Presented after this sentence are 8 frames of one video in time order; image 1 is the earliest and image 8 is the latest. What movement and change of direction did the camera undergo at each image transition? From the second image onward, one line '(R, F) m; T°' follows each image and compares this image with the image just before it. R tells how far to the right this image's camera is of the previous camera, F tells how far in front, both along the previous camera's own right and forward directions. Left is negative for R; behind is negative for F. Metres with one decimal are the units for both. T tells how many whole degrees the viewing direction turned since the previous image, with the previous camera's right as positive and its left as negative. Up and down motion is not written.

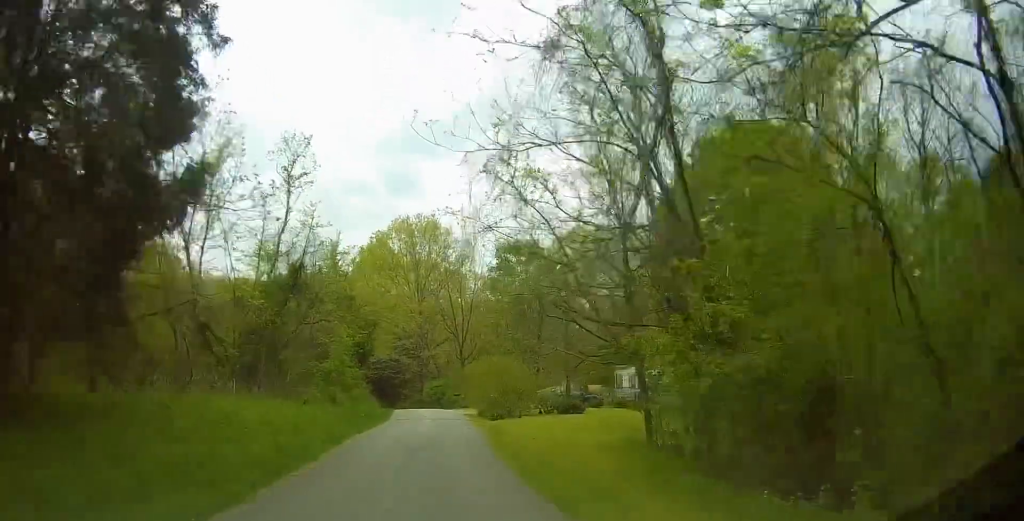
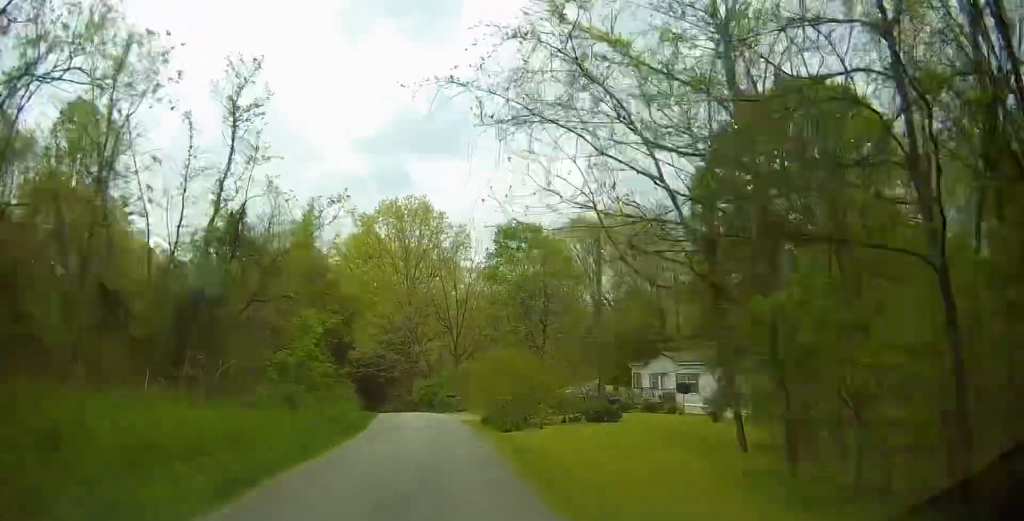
(0.0, +7.8) m; +1°
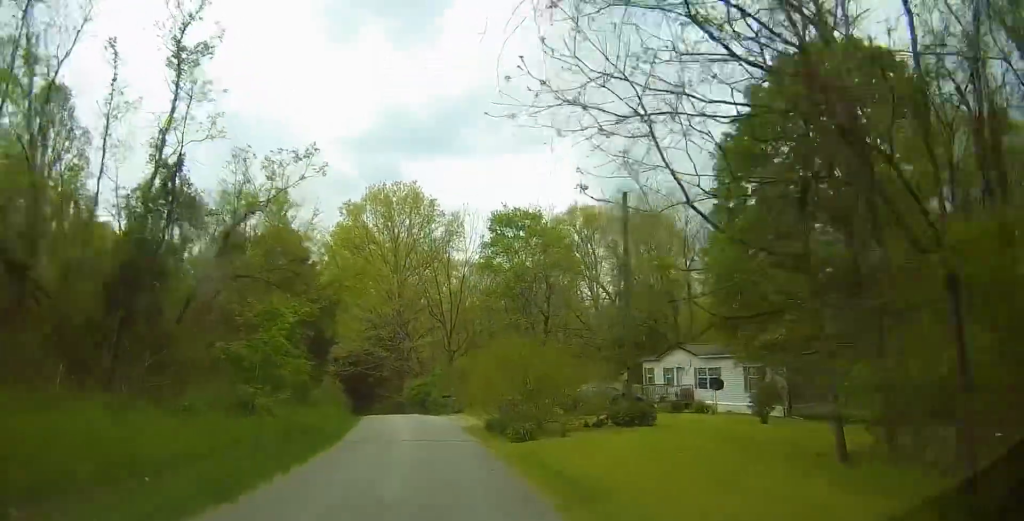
(-0.1, +4.7) m; +1°
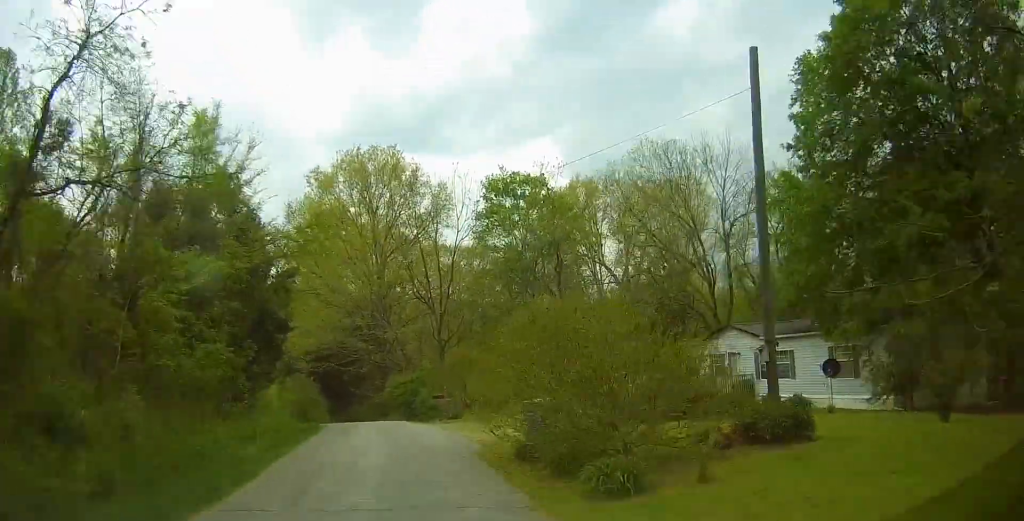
(+0.3, +10.1) m; +1°
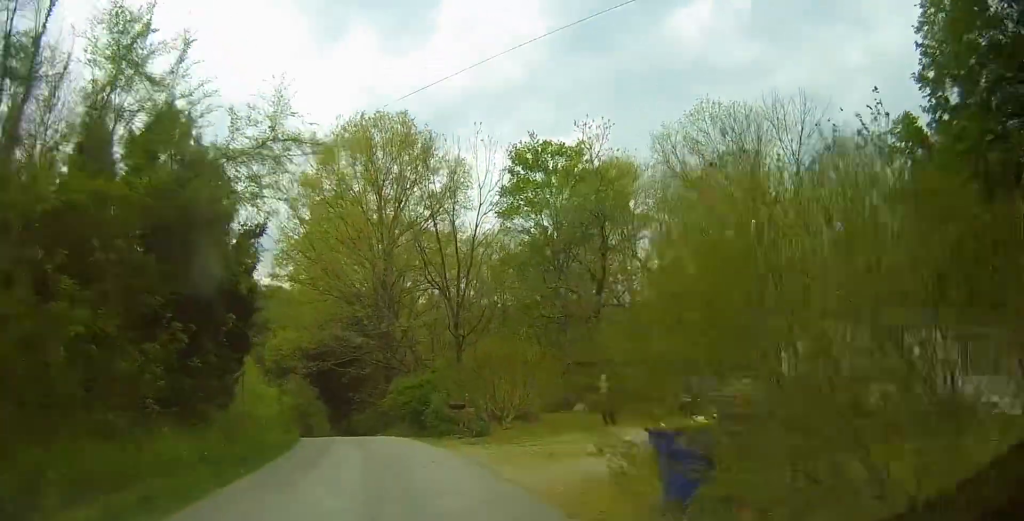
(-0.2, +8.6) m; -4°
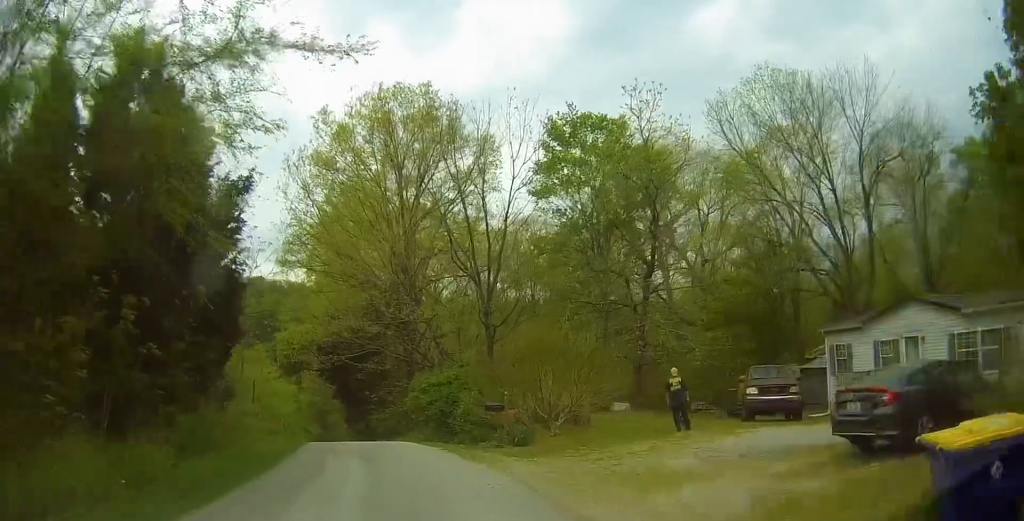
(0.0, +4.8) m; -4°
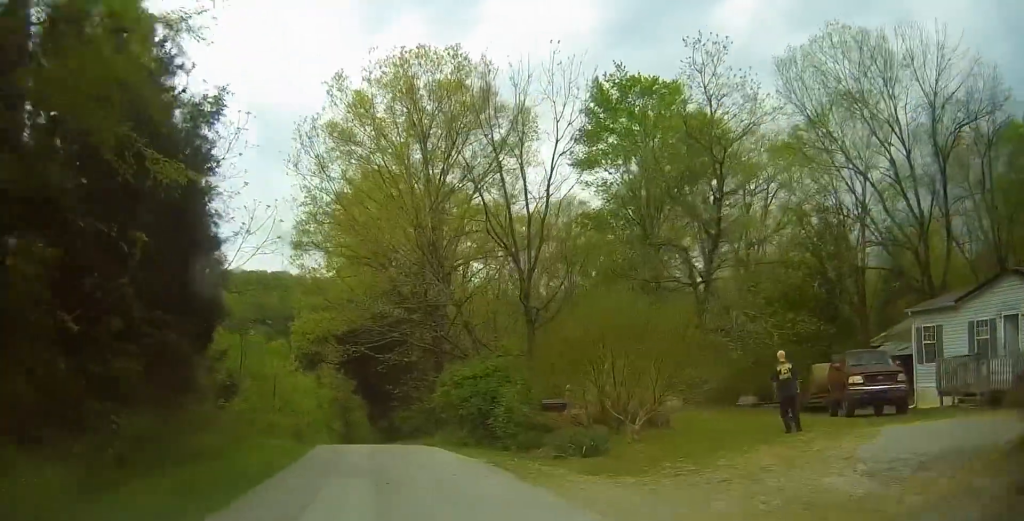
(-0.3, +4.3) m; -16°
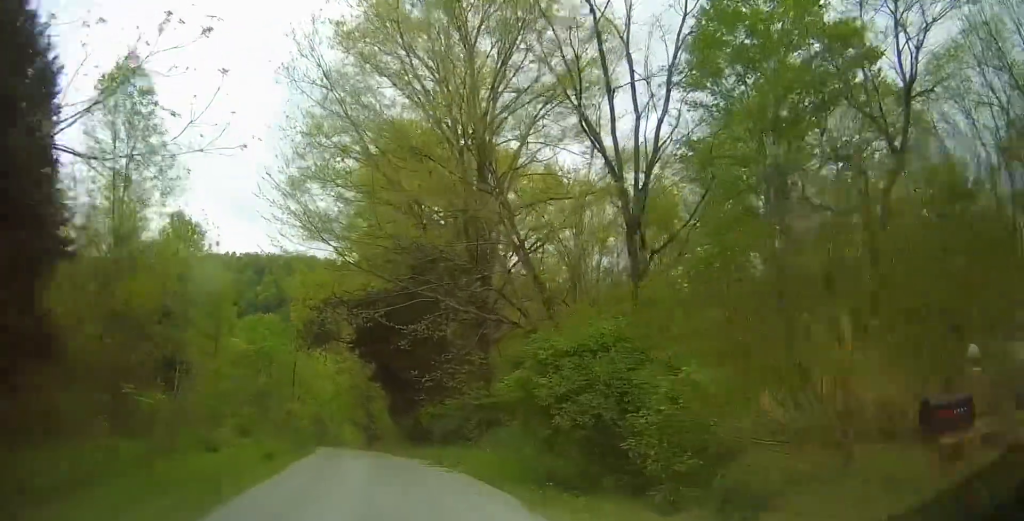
(-3.5, +9.1) m; +17°
